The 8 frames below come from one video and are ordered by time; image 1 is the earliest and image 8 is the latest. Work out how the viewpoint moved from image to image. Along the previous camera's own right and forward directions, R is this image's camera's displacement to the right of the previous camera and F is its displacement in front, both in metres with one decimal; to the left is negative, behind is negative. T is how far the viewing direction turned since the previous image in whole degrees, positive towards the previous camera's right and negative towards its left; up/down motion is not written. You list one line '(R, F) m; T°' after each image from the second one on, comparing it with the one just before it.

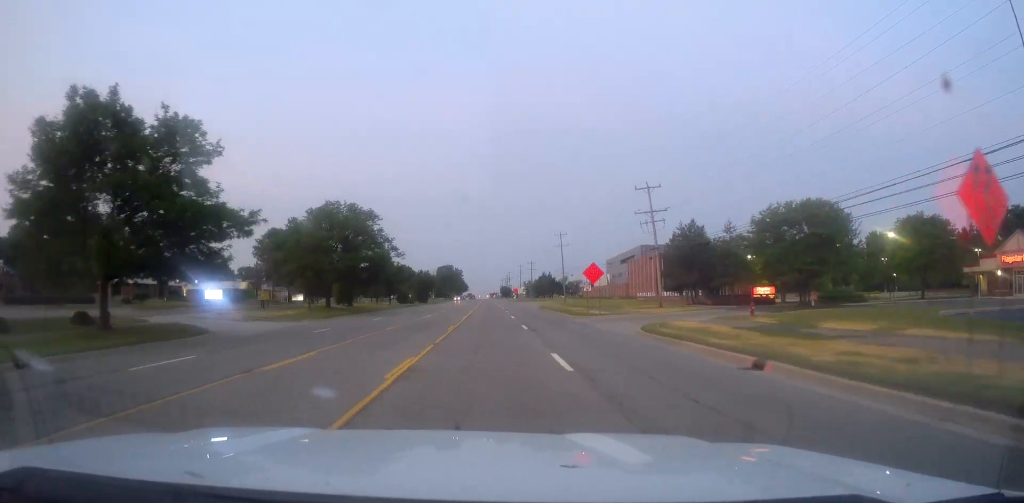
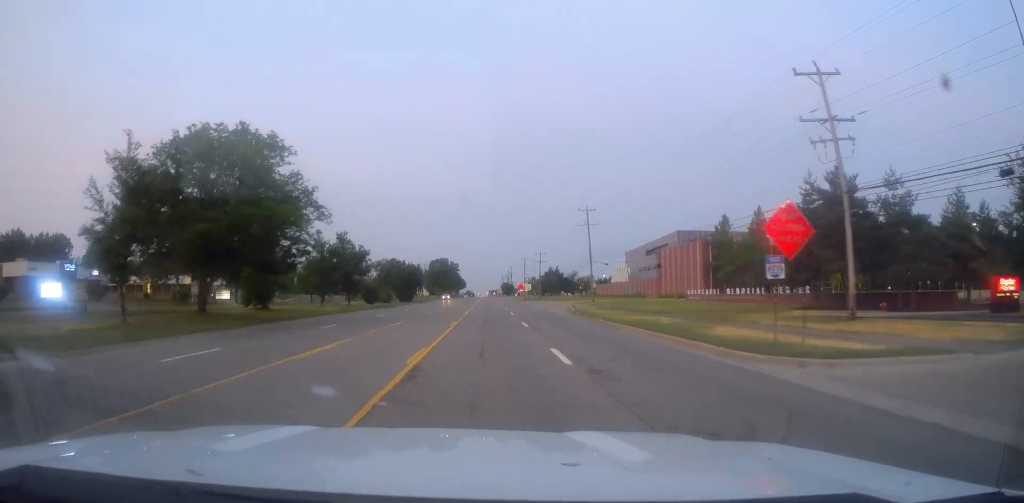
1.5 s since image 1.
(-0.9, +30.1) m; -1°
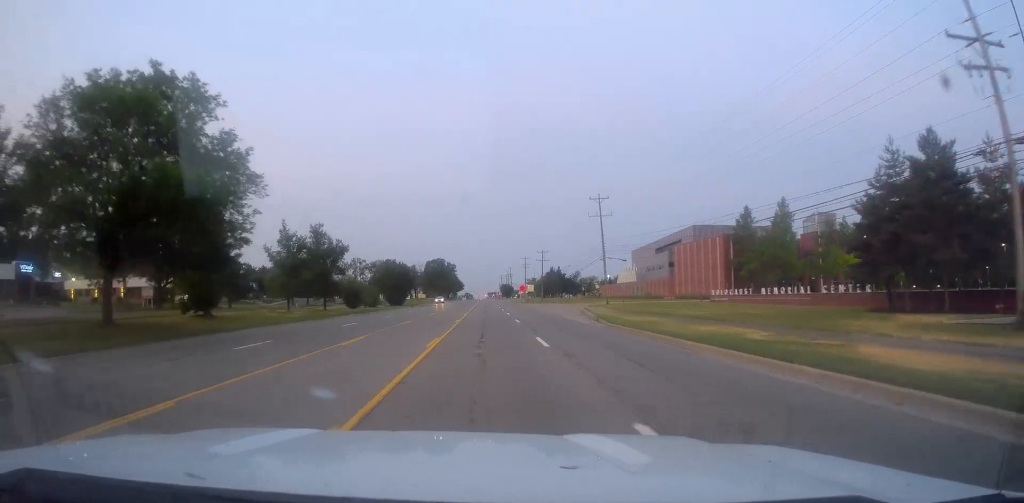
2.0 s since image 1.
(+0.3, +10.3) m; 0°
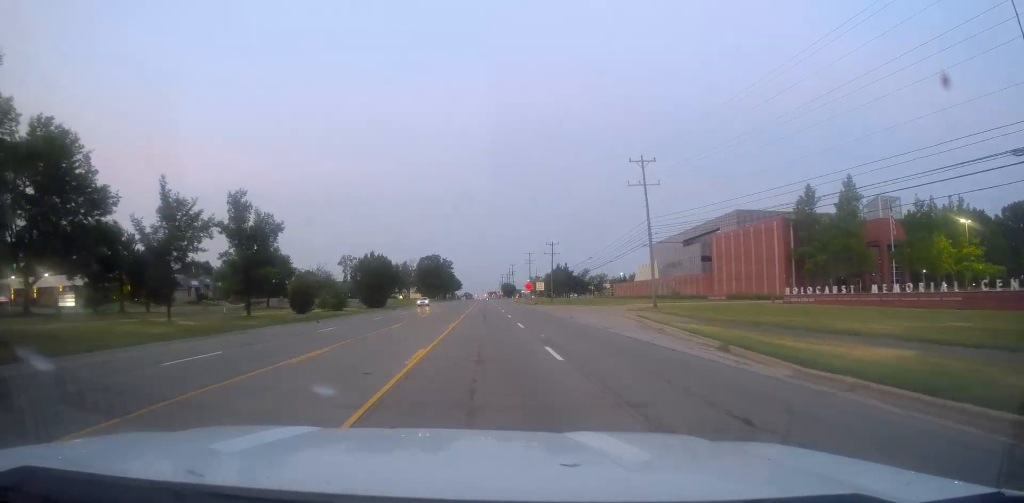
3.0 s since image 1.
(+0.1, +20.5) m; 0°
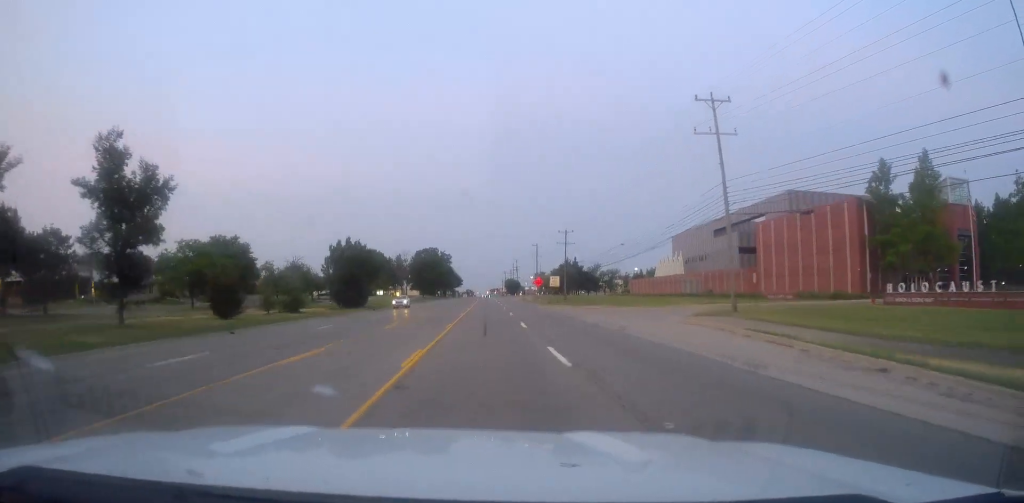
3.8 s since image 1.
(-0.3, +16.4) m; +1°
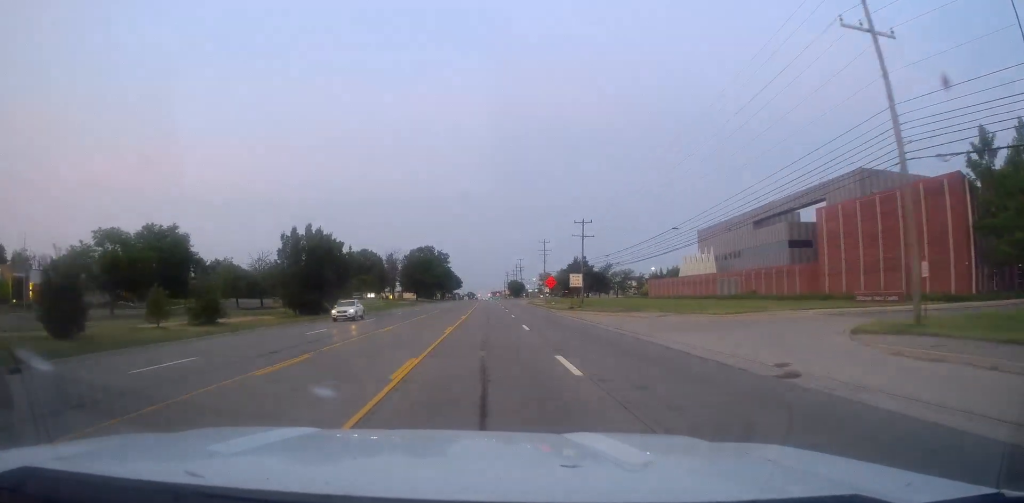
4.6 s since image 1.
(+0.5, +16.4) m; +2°
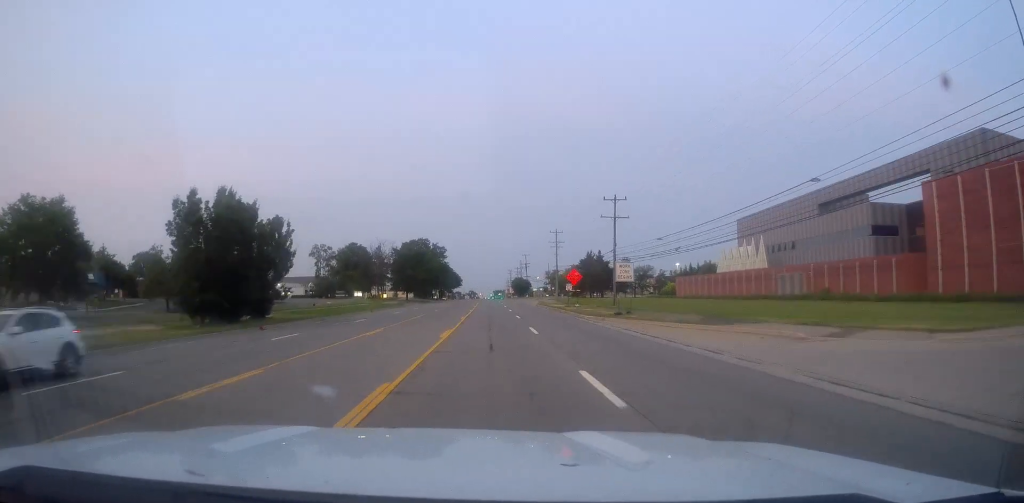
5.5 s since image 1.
(0.0, +19.4) m; -1°
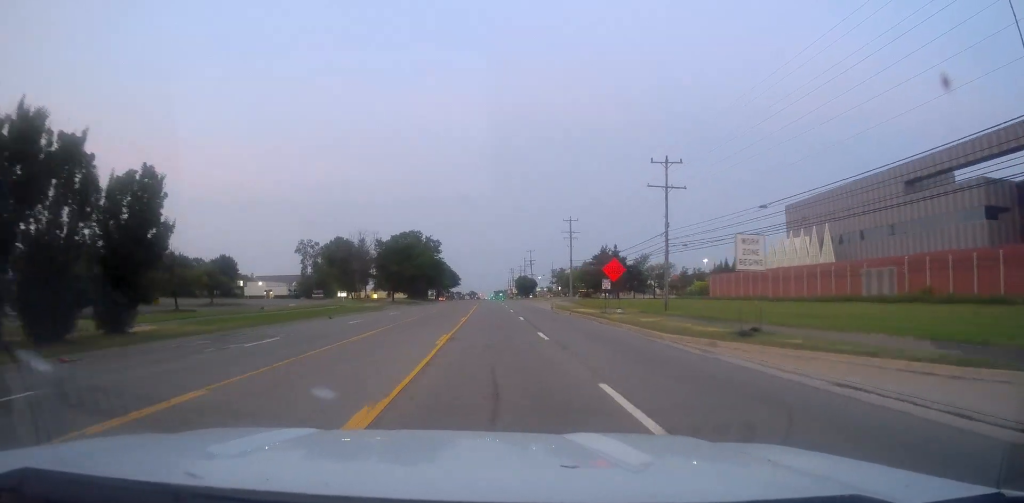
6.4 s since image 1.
(-0.3, +18.2) m; 0°
